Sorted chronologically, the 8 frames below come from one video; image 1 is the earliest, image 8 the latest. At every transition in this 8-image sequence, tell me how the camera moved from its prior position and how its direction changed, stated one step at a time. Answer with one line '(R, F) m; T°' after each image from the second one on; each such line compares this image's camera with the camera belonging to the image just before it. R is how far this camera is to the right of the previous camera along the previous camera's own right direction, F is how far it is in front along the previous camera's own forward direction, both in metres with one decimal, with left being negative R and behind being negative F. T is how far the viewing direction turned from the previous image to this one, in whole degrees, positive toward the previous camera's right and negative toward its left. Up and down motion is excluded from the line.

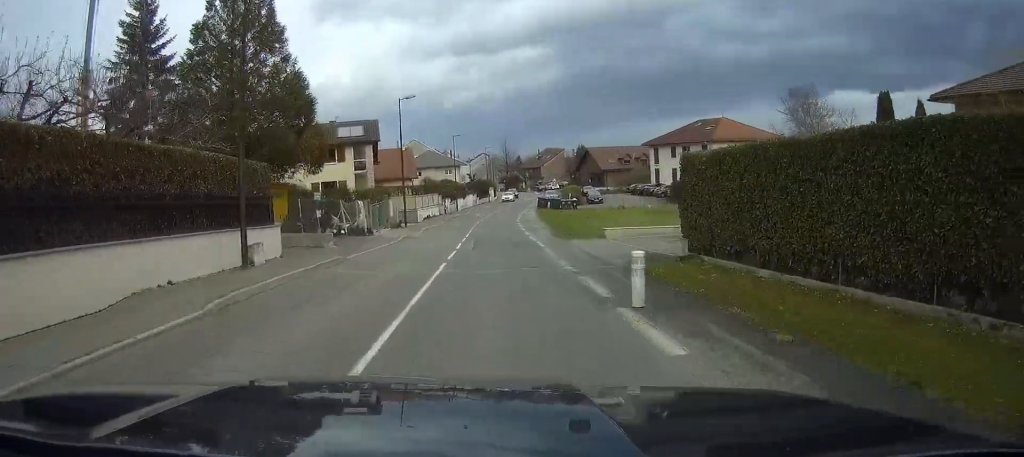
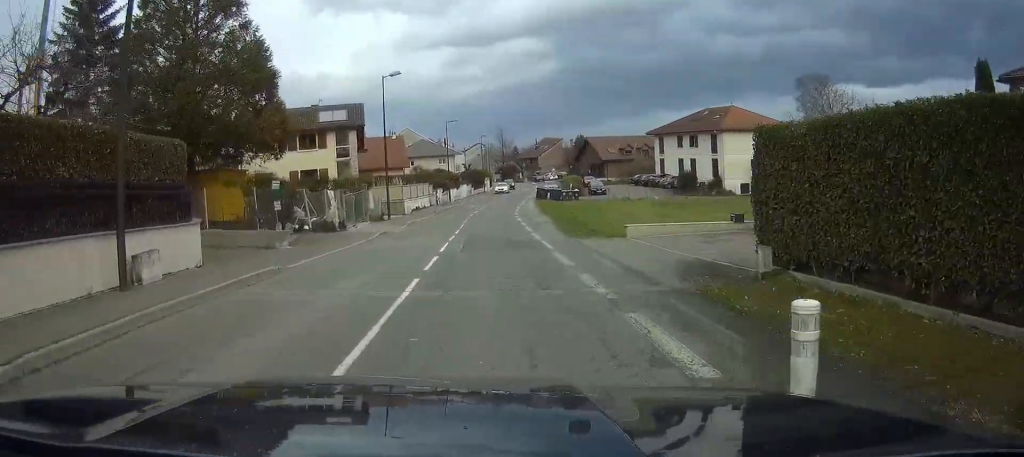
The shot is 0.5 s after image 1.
(+0.2, +3.7) m; +1°
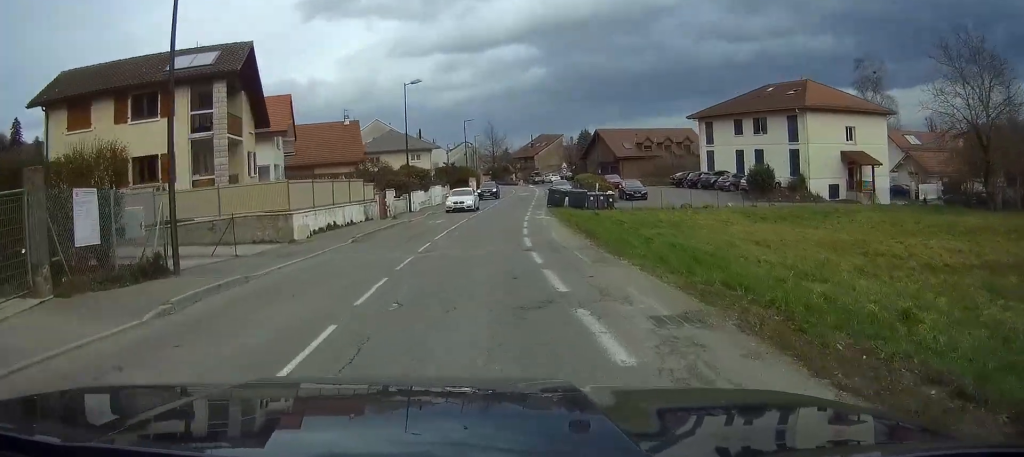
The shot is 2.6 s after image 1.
(-0.9, +21.3) m; -4°
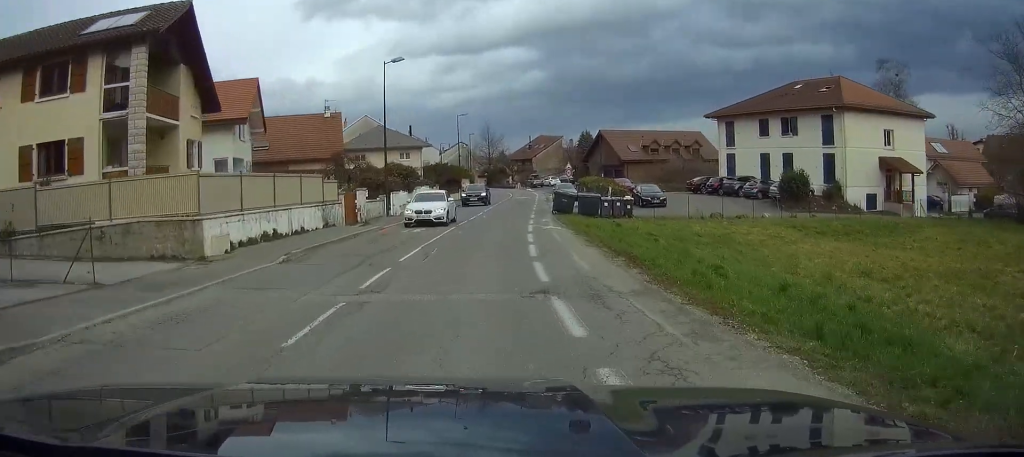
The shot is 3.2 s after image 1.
(+0.1, +6.6) m; +1°
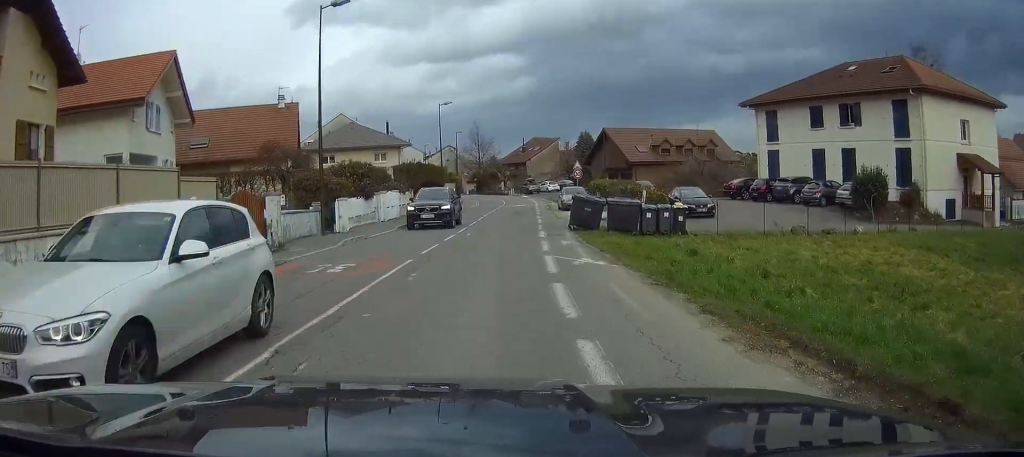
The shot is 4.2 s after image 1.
(+0.2, +10.5) m; +2°
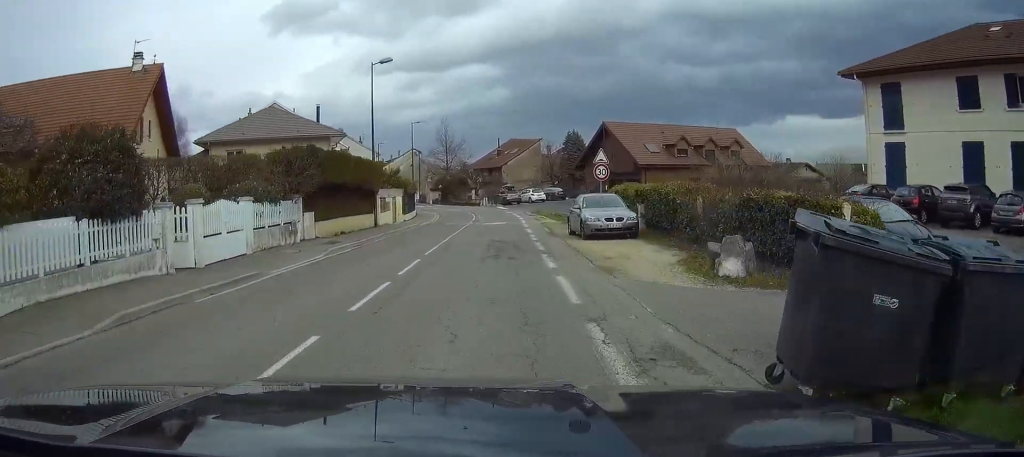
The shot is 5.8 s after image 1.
(+0.2, +18.0) m; 0°
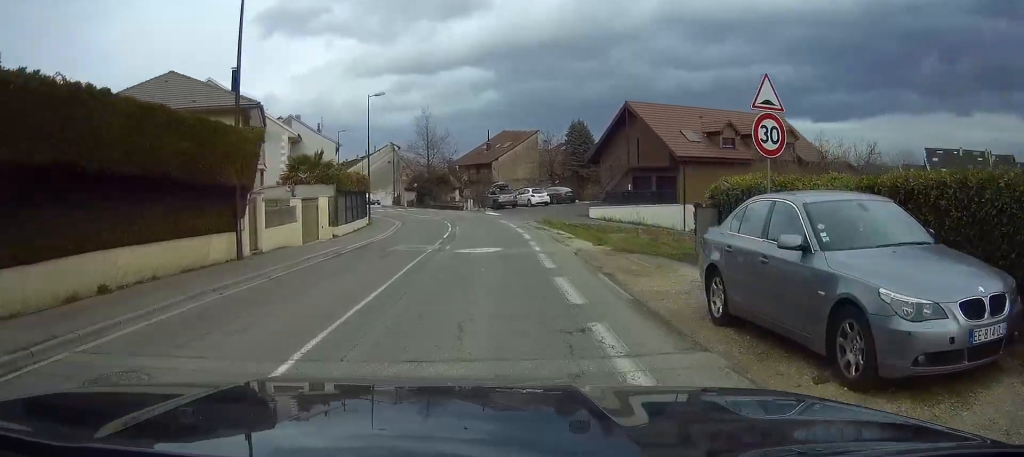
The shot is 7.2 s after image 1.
(-0.8, +16.5) m; -3°
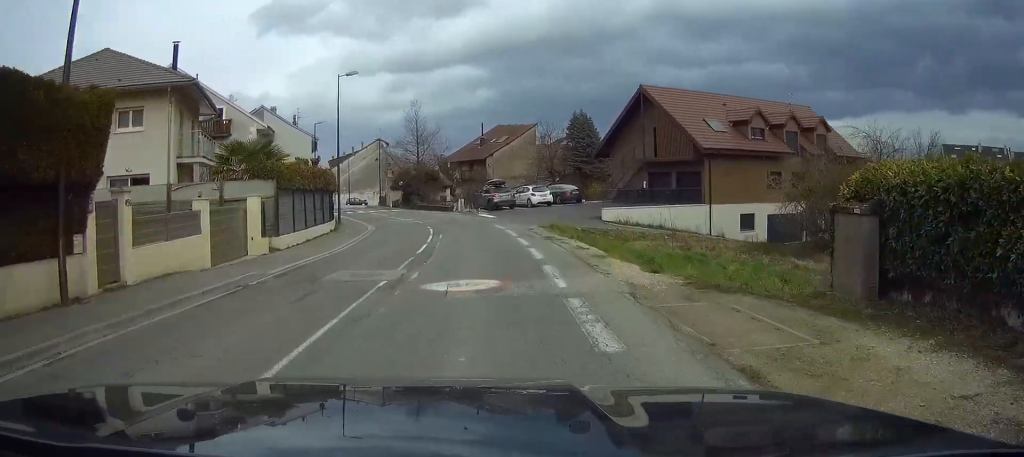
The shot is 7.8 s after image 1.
(-0.4, +7.5) m; +1°
